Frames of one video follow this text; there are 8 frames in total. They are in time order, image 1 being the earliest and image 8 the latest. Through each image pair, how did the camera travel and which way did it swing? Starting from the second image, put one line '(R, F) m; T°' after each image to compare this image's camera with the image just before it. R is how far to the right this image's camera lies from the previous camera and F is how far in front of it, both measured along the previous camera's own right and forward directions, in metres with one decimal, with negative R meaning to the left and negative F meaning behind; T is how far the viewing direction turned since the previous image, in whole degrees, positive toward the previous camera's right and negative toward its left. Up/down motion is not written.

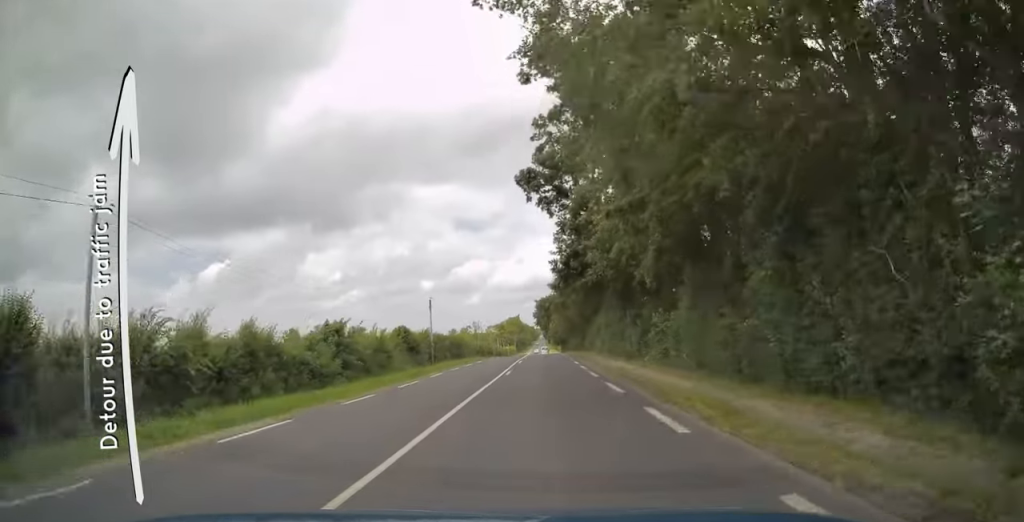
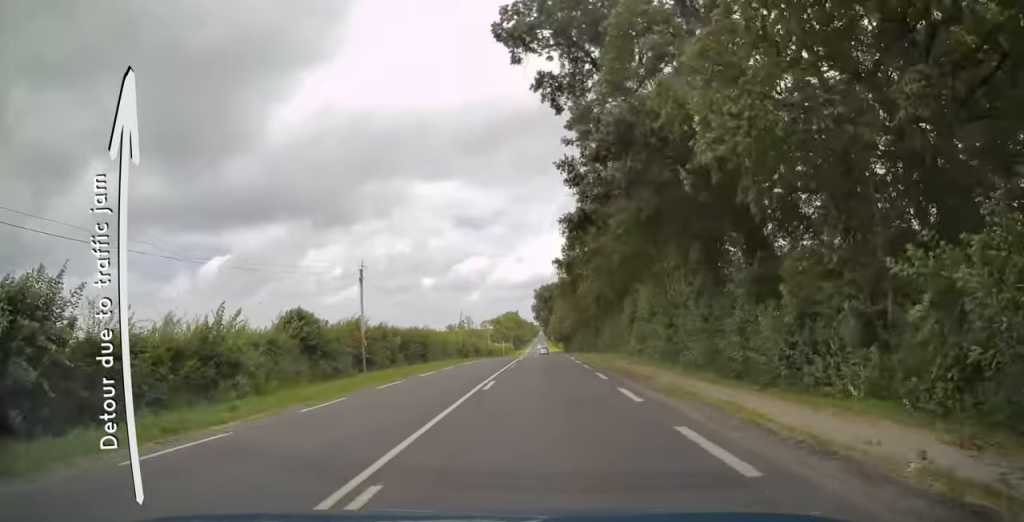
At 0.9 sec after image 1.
(0.0, +22.1) m; 0°
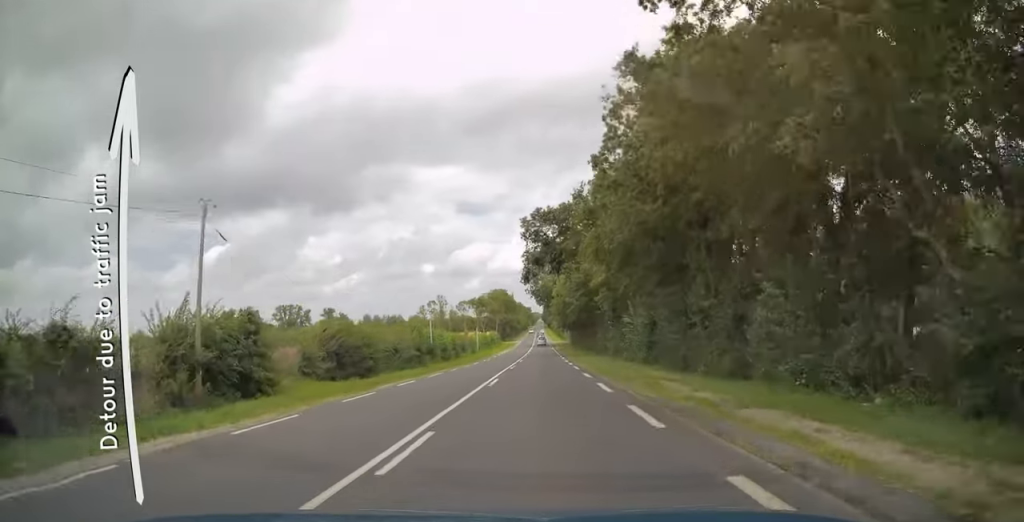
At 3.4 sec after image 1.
(-0.1, +61.4) m; 0°
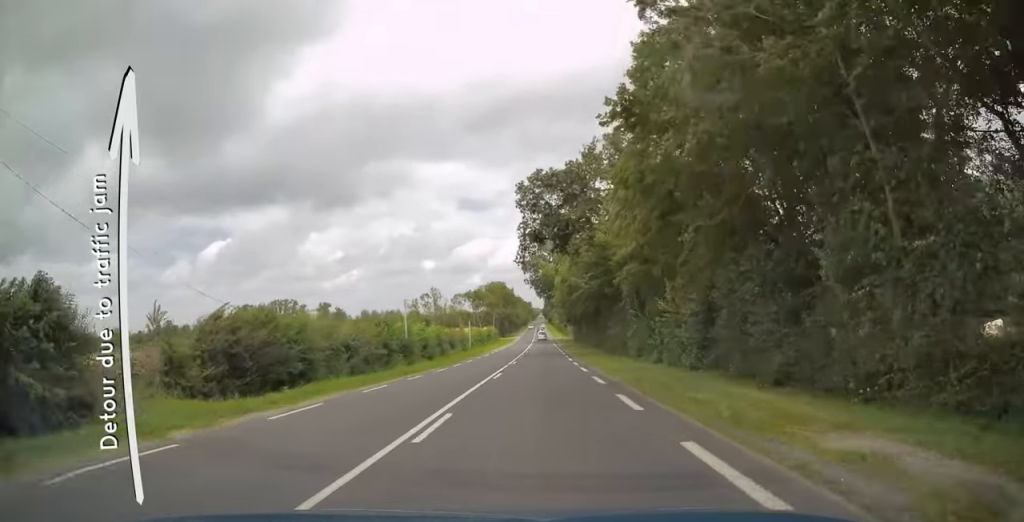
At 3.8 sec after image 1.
(0.0, +11.2) m; 0°
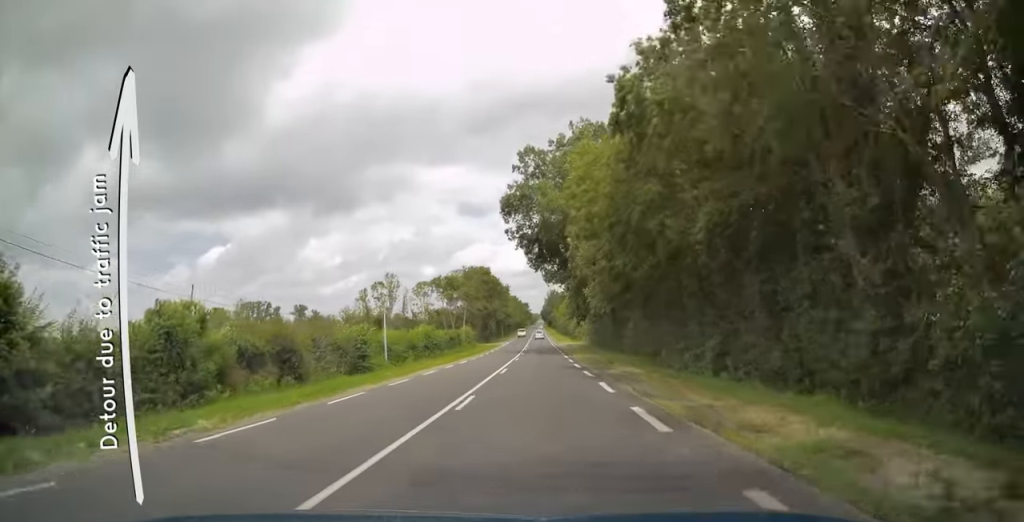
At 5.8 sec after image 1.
(+0.1, +48.1) m; 0°
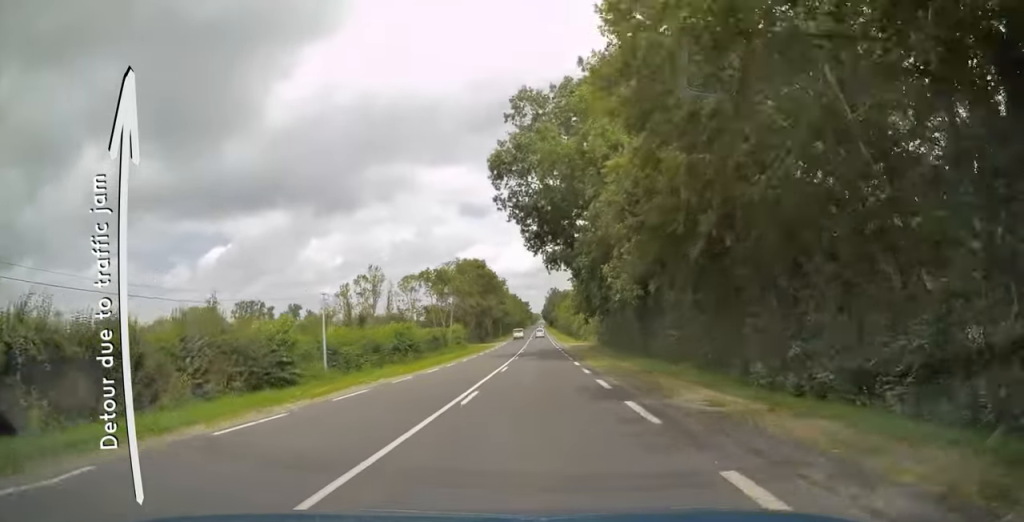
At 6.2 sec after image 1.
(0.0, +12.2) m; 0°
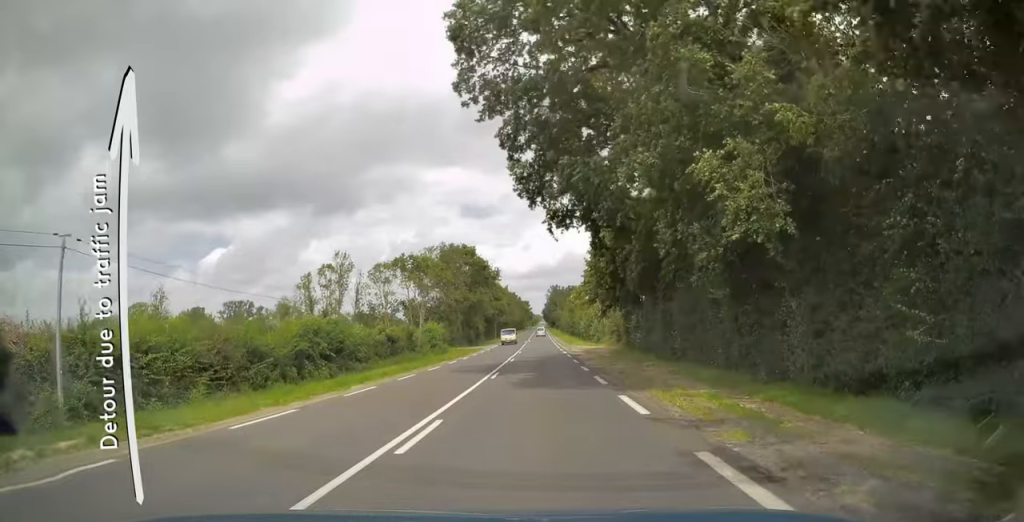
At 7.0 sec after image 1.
(0.0, +18.6) m; 0°
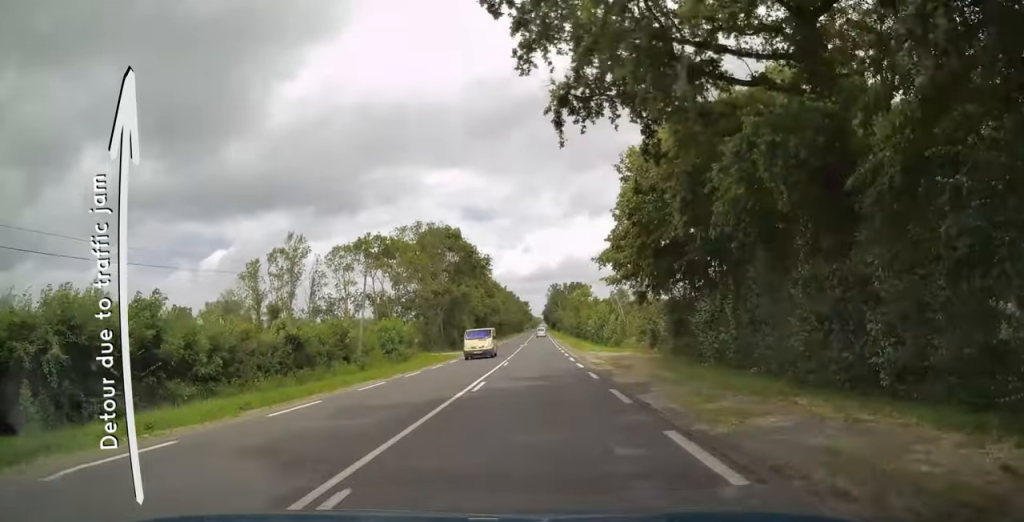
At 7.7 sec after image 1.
(-0.1, +17.9) m; 0°
